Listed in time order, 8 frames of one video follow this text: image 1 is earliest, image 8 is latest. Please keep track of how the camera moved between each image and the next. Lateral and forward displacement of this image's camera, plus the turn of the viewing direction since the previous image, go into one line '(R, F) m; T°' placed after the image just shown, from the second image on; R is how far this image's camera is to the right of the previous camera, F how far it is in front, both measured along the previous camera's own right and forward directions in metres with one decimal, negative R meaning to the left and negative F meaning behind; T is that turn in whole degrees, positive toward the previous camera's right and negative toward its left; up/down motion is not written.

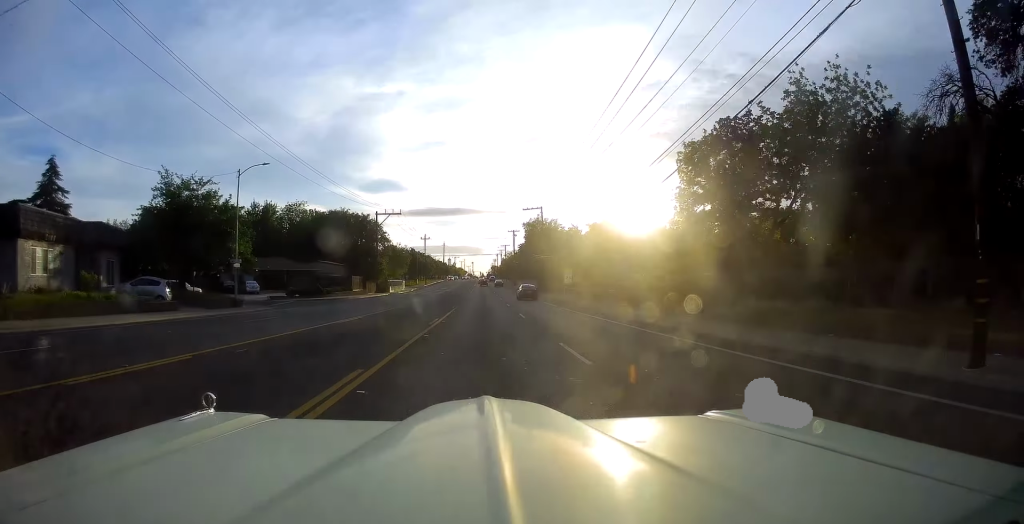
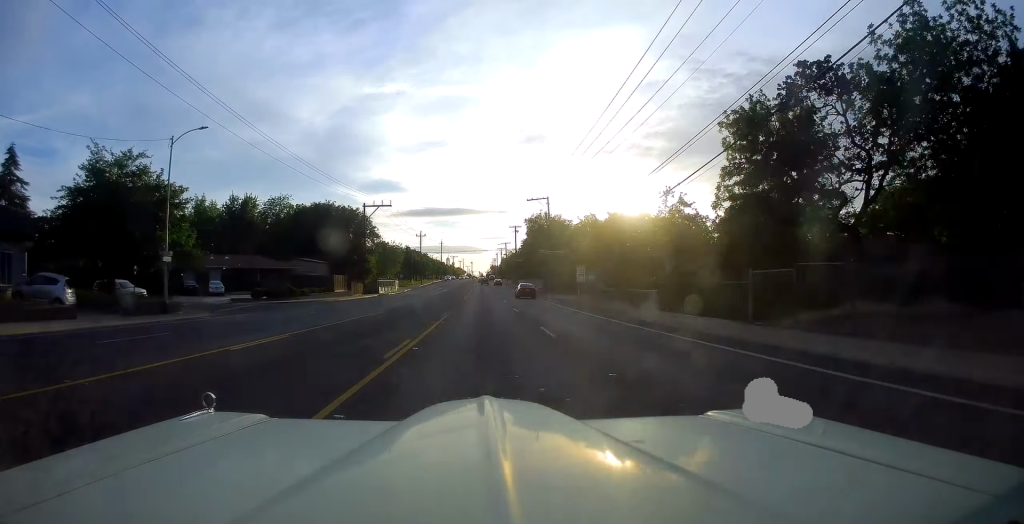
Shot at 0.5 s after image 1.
(-0.2, +9.6) m; -1°
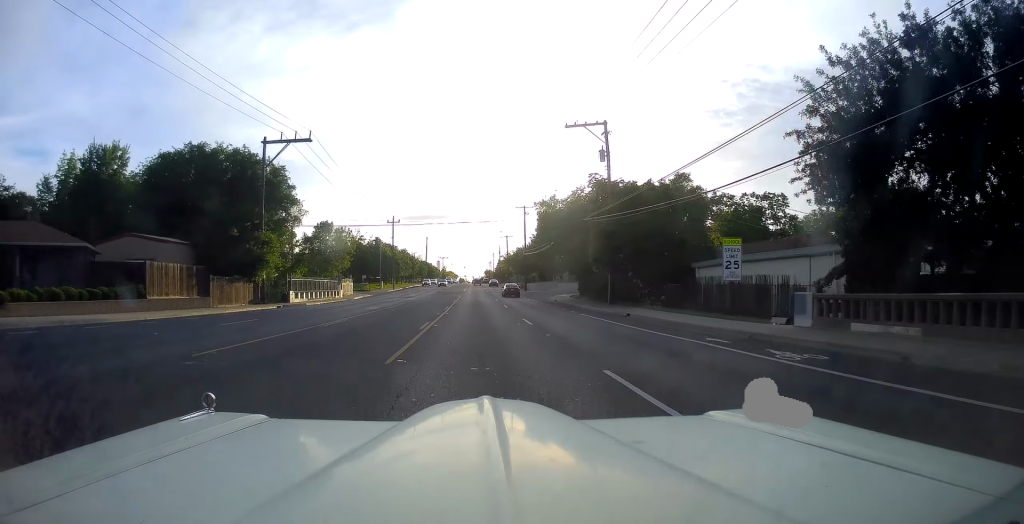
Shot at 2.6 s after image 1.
(+0.5, +39.5) m; +1°
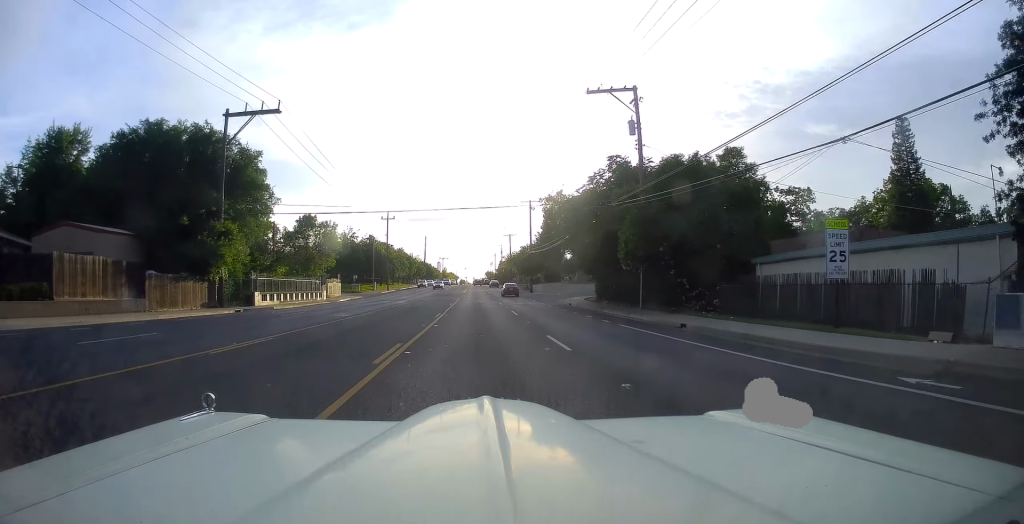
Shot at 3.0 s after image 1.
(0.0, +8.0) m; 0°
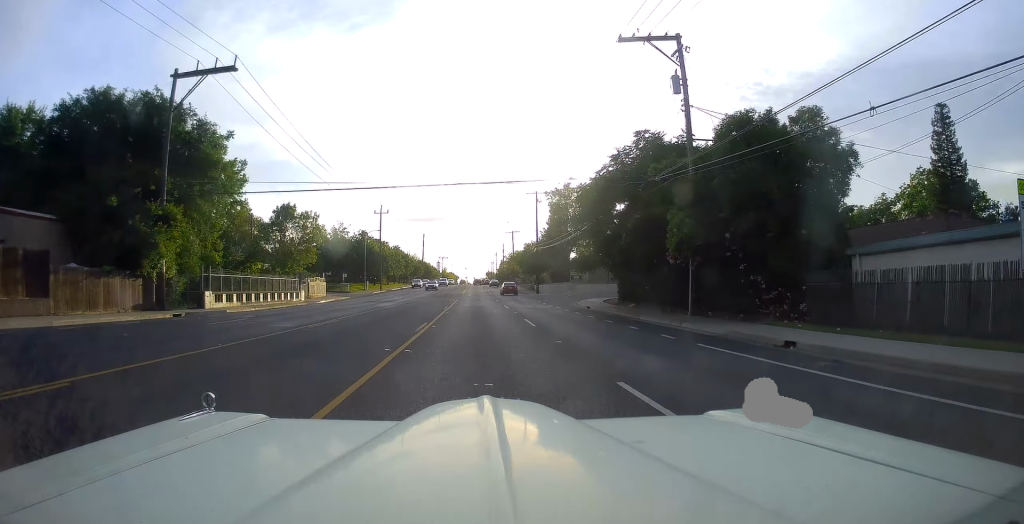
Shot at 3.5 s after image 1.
(-0.2, +7.9) m; -1°
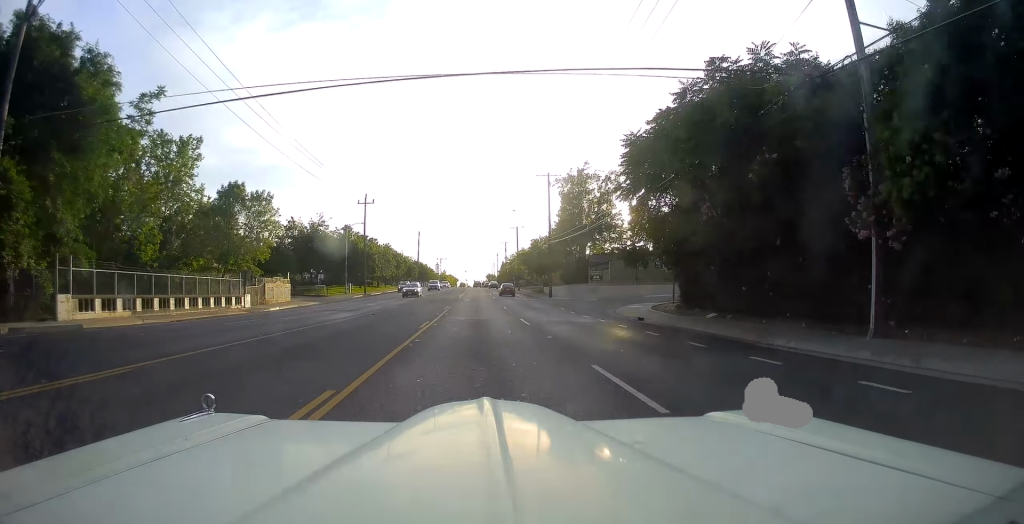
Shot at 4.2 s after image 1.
(-0.1, +13.2) m; -1°
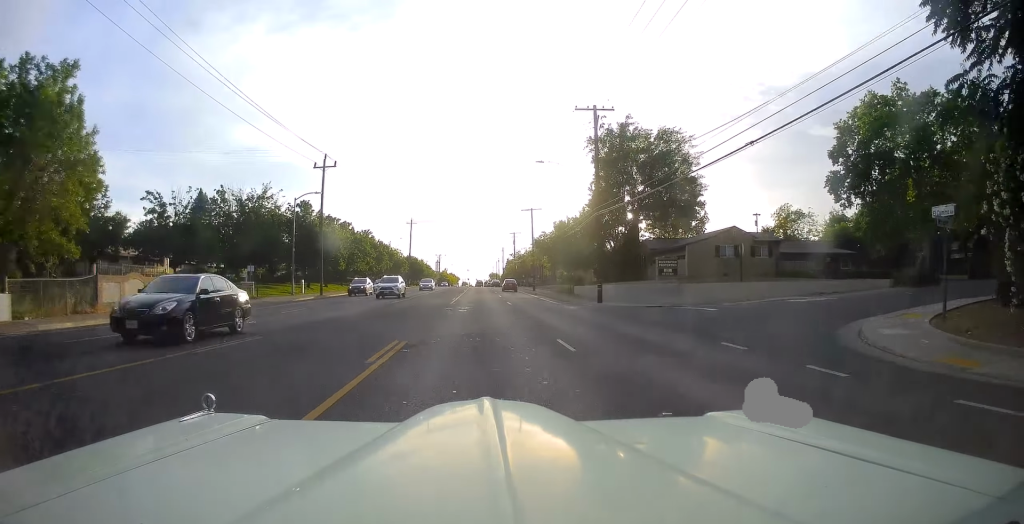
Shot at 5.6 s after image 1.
(0.0, +23.7) m; +1°
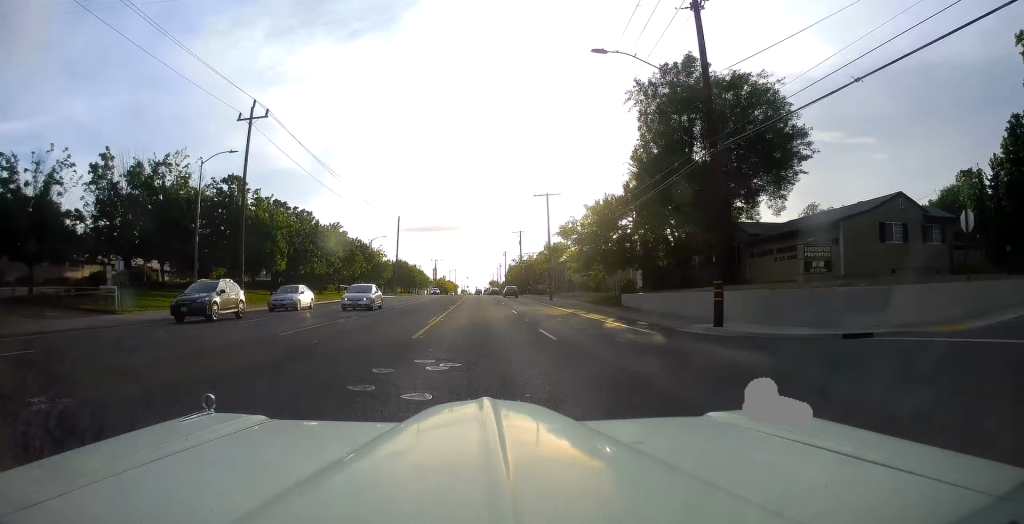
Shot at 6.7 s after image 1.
(+0.5, +19.4) m; 0°
